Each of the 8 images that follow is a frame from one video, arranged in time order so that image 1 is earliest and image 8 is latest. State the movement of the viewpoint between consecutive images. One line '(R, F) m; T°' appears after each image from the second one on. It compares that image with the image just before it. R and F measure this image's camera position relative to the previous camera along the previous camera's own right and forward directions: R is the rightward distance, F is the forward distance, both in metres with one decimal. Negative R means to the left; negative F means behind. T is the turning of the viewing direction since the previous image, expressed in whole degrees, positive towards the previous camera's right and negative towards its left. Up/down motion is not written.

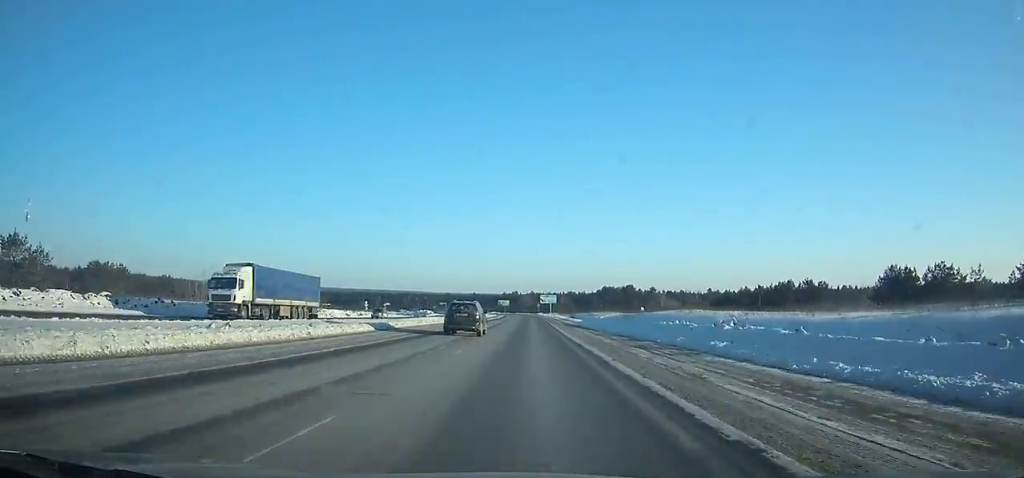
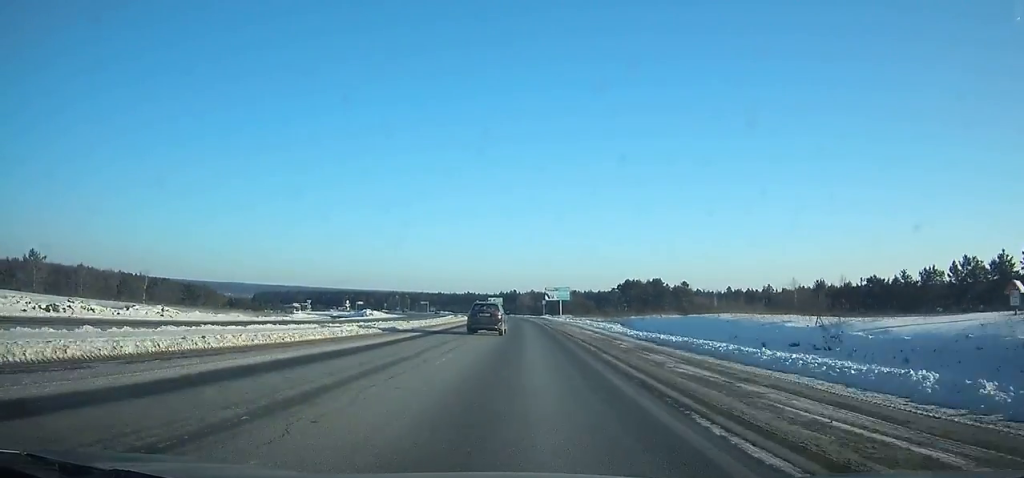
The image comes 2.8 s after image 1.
(-0.3, +73.1) m; -1°
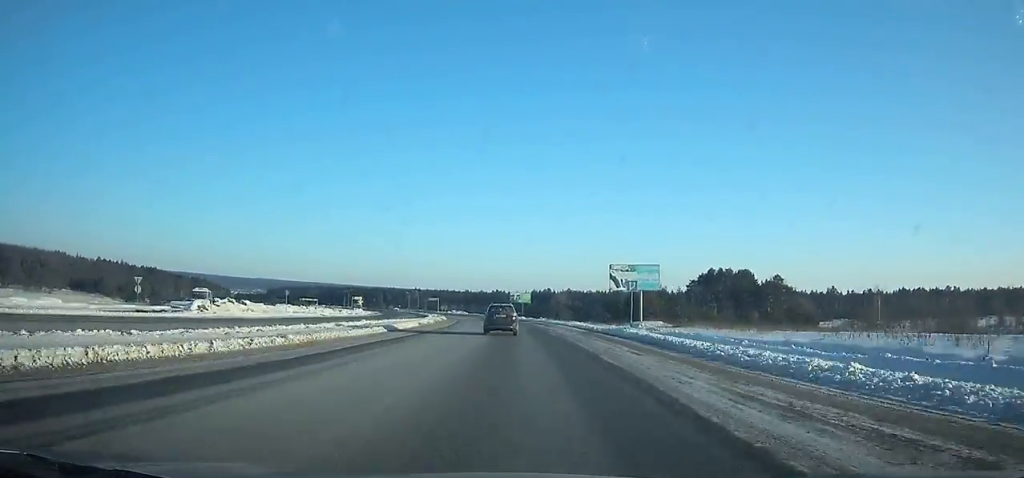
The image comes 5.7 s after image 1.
(-1.1, +74.7) m; -3°
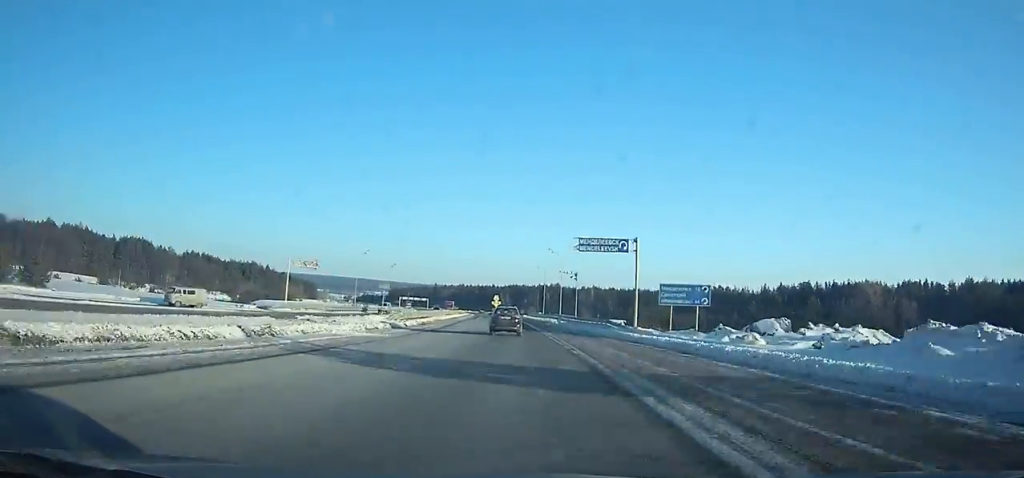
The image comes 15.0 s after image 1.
(-34.1, +229.3) m; -17°
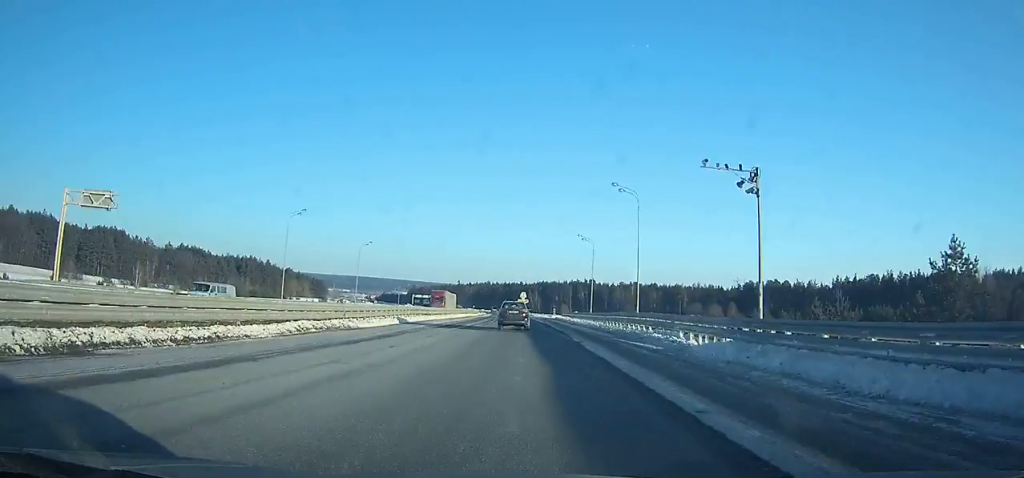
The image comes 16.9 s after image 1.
(-1.0, +46.2) m; -3°
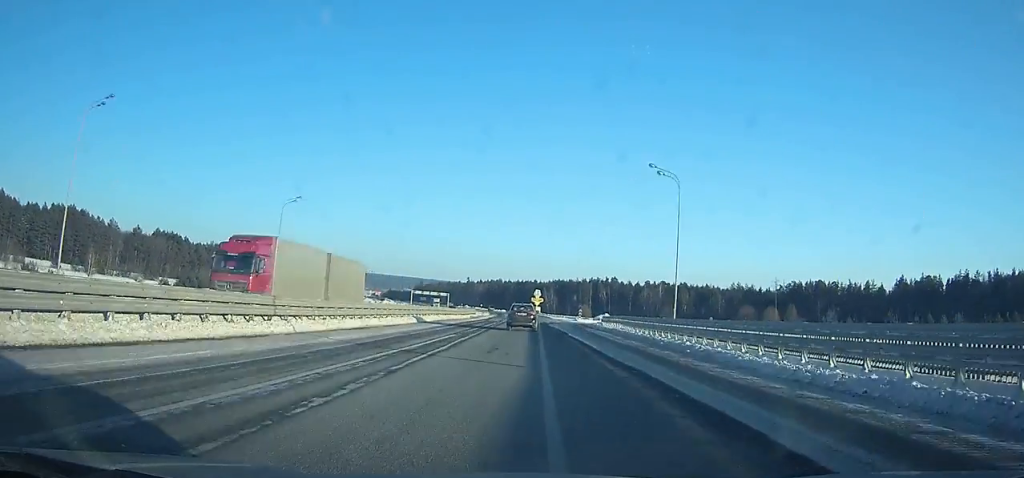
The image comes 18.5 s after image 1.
(-1.0, +38.2) m; -1°
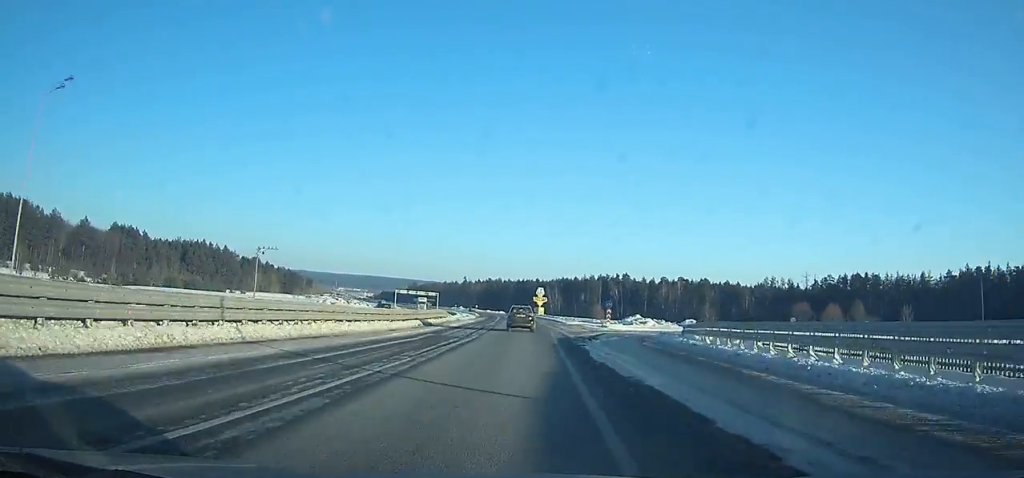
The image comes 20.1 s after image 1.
(-0.4, +38.1) m; -1°
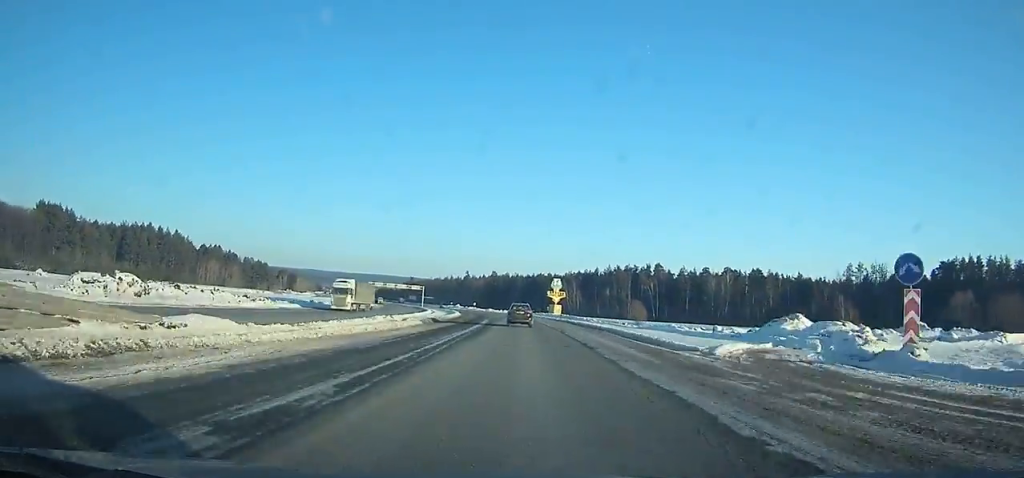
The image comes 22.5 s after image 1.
(-0.5, +56.8) m; -1°
